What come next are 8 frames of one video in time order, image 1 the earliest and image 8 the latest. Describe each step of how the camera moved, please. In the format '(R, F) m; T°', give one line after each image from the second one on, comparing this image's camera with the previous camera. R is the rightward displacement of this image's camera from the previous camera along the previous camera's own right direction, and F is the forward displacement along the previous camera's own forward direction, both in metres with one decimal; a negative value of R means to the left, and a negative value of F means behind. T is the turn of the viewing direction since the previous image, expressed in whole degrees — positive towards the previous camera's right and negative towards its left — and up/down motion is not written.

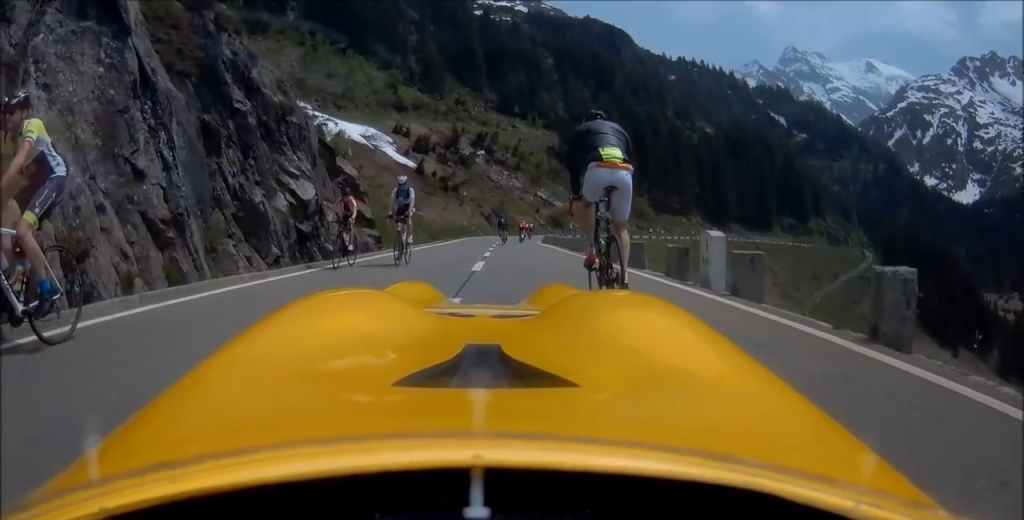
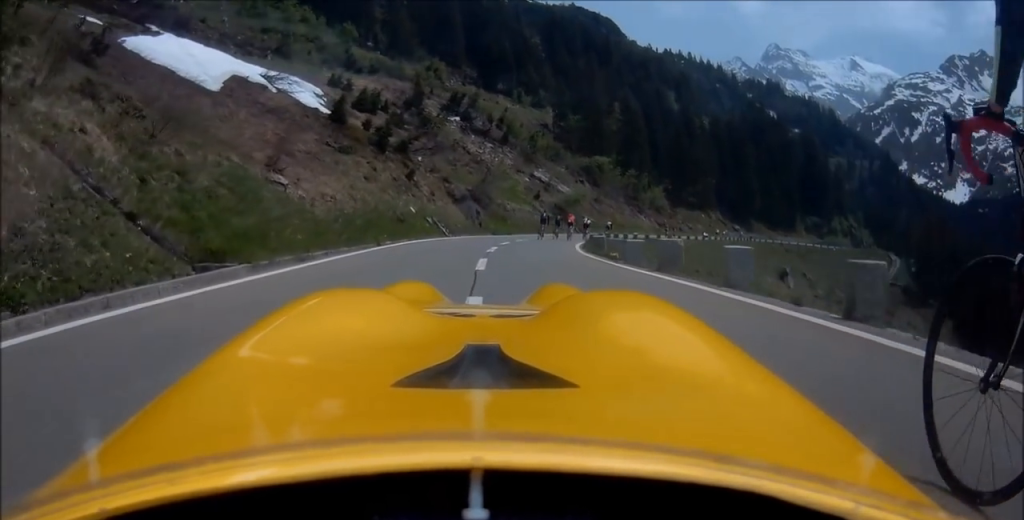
(+1.0, +30.6) m; +3°
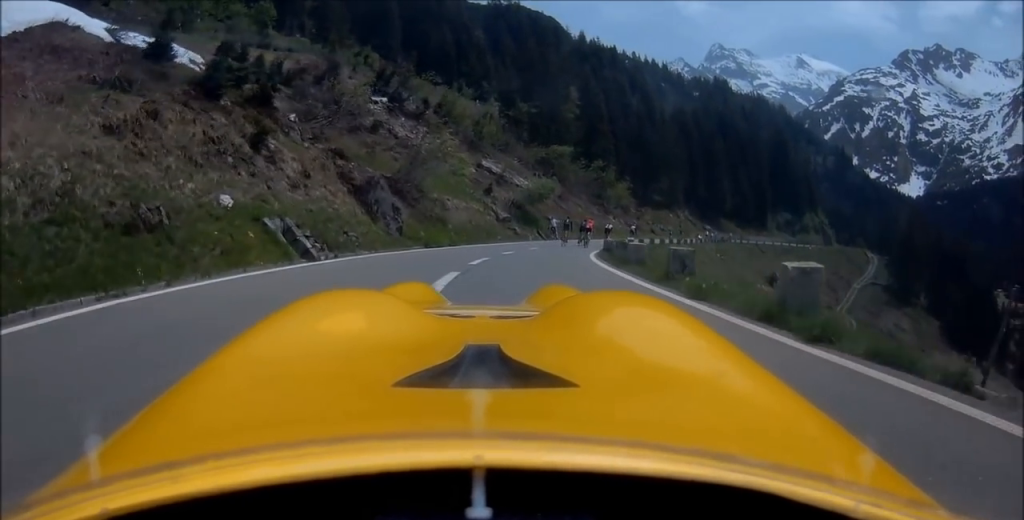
(+0.2, +16.4) m; +4°
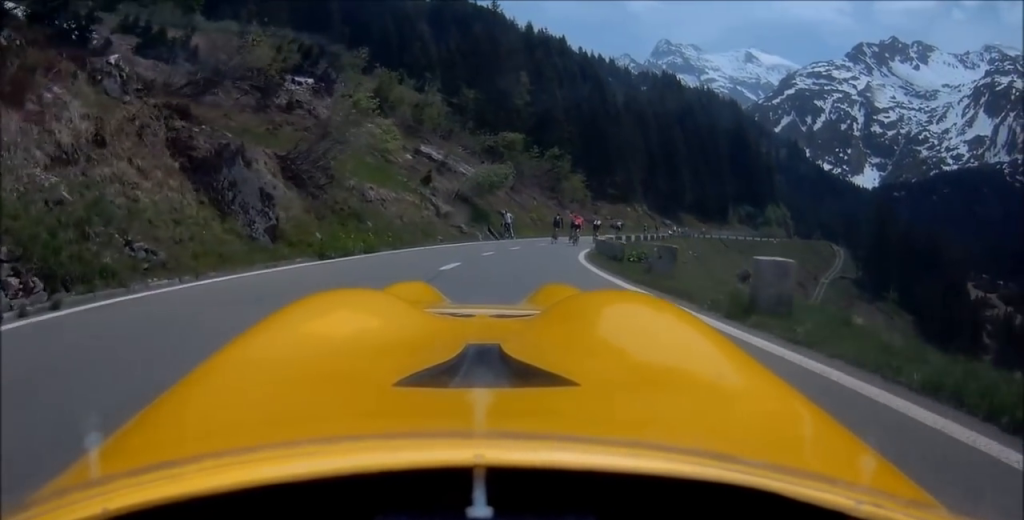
(+0.4, +8.8) m; +2°
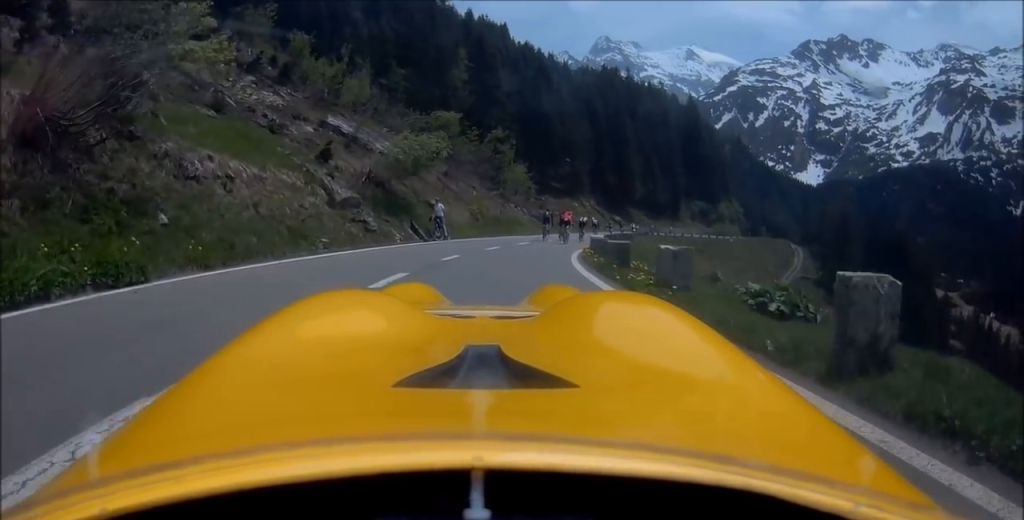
(+0.3, +11.2) m; +1°
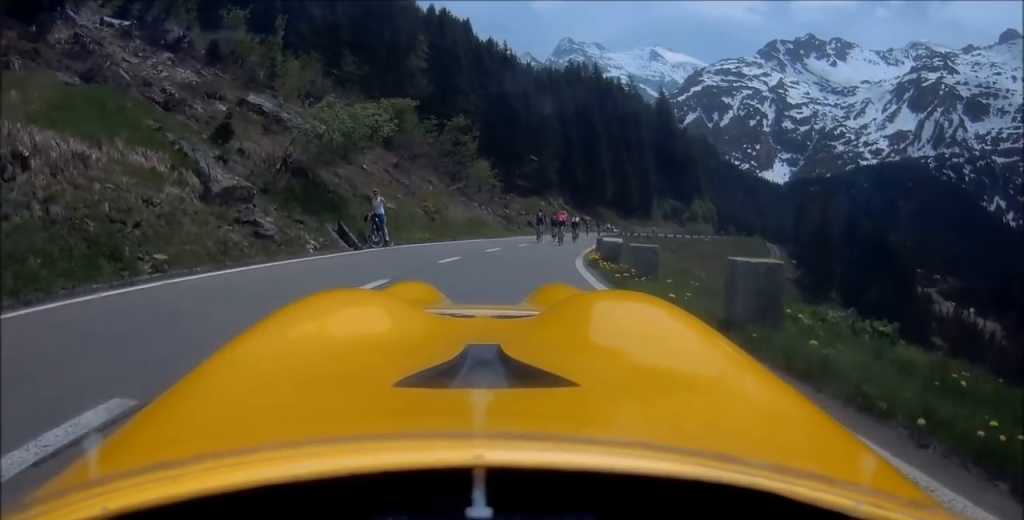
(+0.1, +7.3) m; 0°
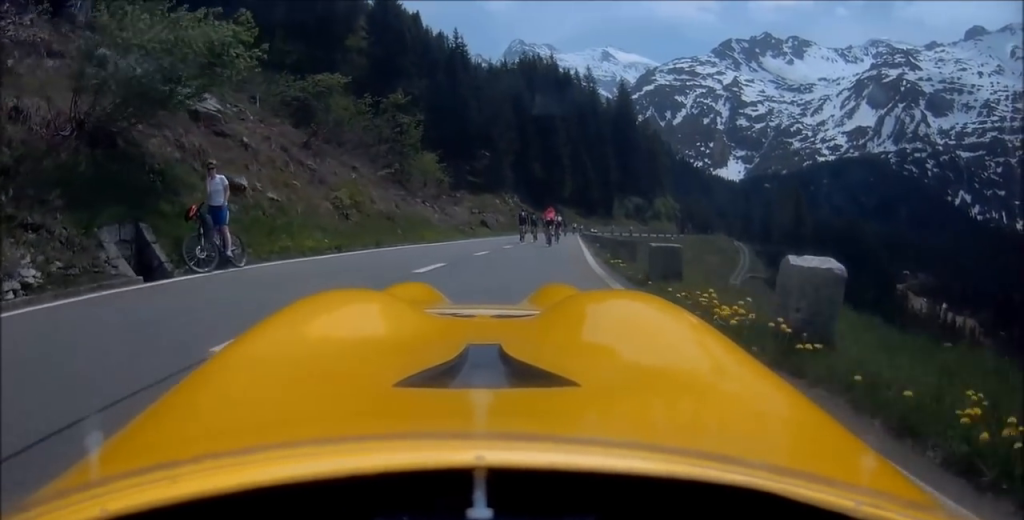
(0.0, +9.5) m; +3°
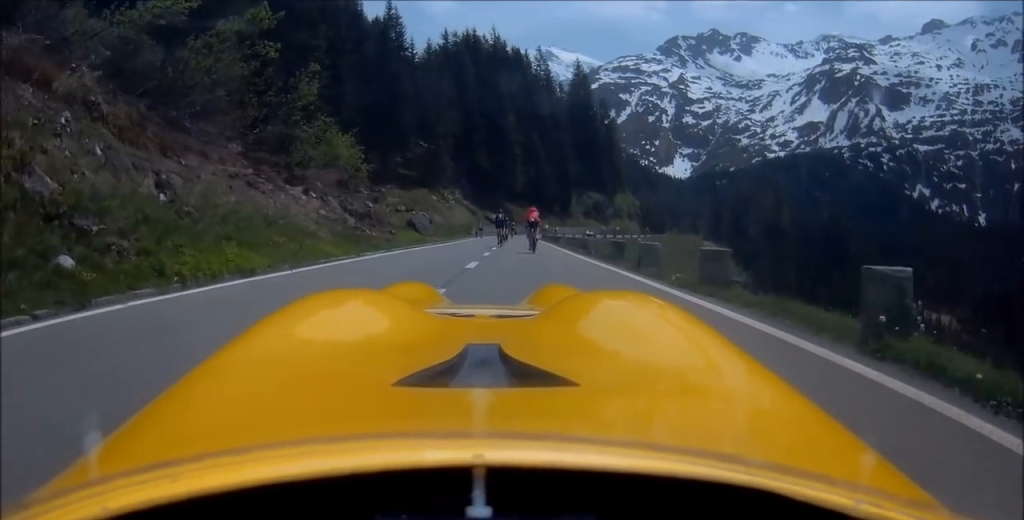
(+0.9, +17.1) m; +8°
